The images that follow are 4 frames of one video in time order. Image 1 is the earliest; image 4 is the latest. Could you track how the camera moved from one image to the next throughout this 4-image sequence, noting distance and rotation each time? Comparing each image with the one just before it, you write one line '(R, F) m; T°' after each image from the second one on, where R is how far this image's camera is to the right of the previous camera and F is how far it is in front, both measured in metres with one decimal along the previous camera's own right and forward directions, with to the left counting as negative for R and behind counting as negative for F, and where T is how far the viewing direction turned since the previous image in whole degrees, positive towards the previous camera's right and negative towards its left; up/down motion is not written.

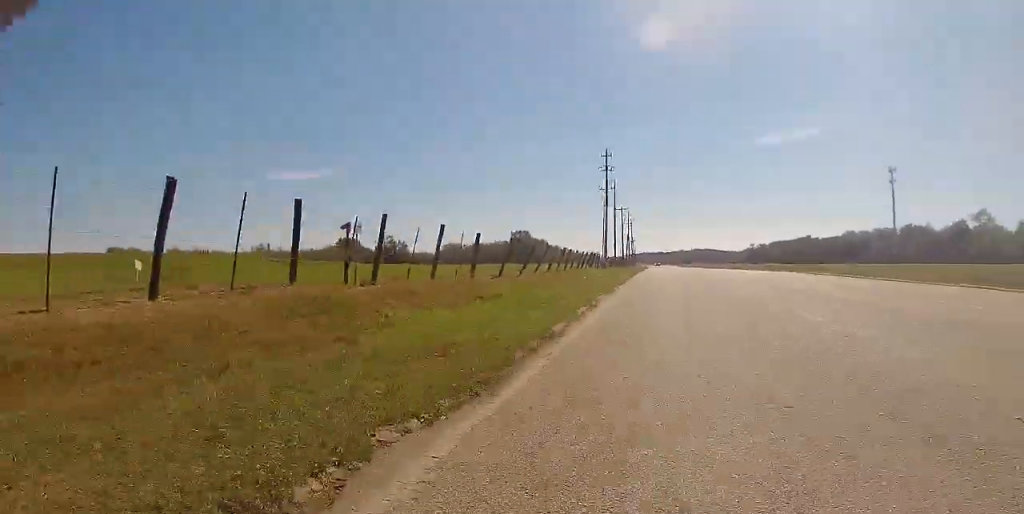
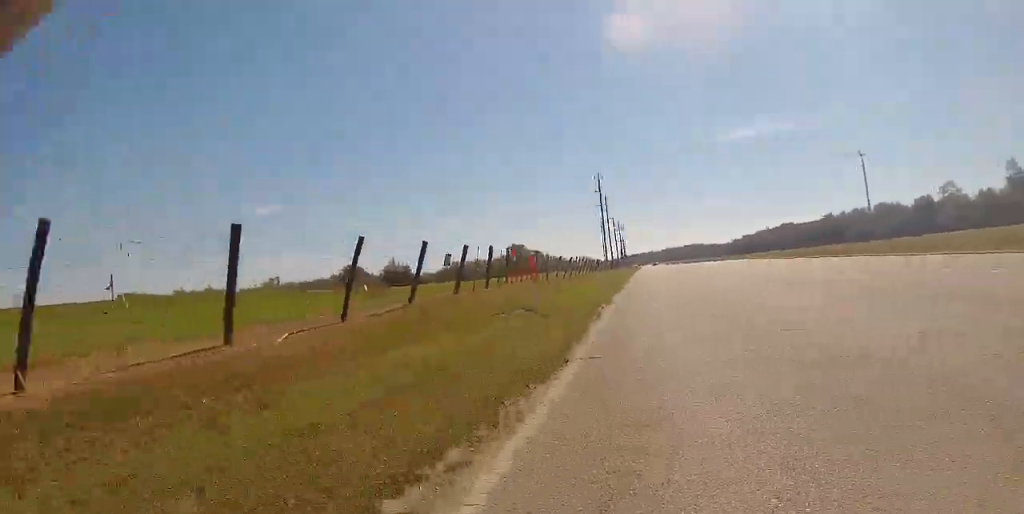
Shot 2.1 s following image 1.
(+0.3, +14.3) m; +1°
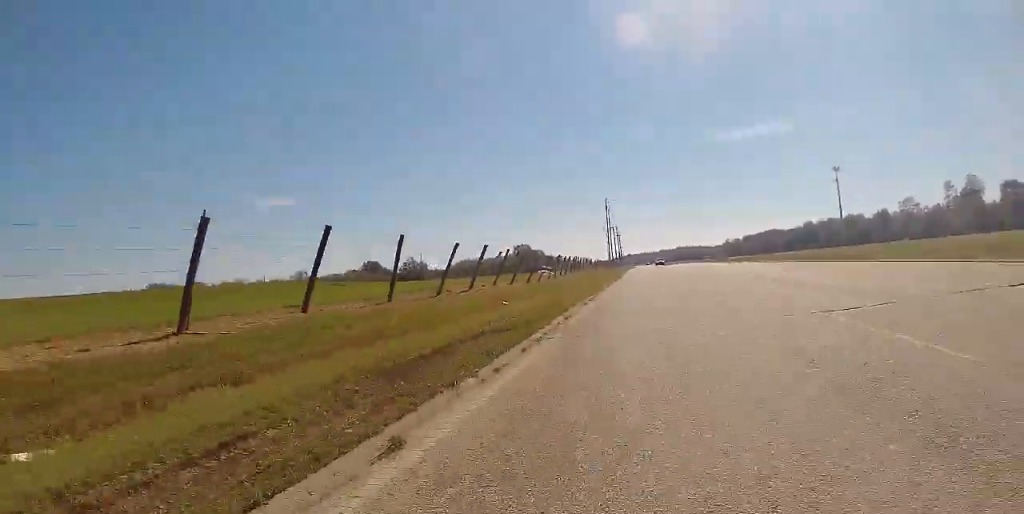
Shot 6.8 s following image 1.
(-1.4, +31.7) m; -3°
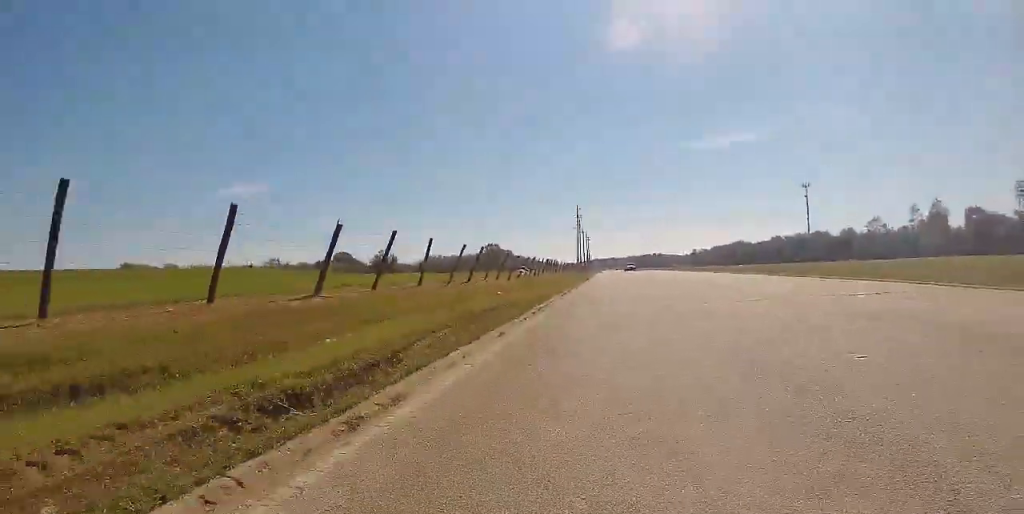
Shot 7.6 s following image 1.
(-0.1, +4.9) m; -3°
